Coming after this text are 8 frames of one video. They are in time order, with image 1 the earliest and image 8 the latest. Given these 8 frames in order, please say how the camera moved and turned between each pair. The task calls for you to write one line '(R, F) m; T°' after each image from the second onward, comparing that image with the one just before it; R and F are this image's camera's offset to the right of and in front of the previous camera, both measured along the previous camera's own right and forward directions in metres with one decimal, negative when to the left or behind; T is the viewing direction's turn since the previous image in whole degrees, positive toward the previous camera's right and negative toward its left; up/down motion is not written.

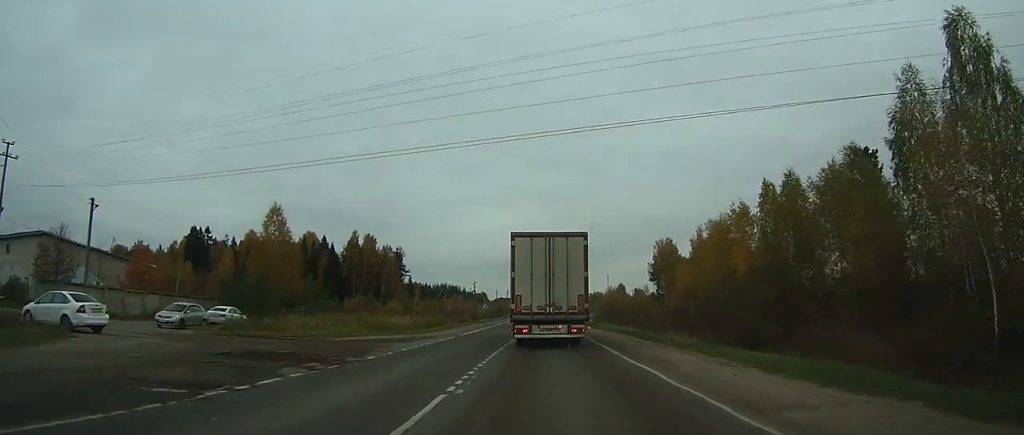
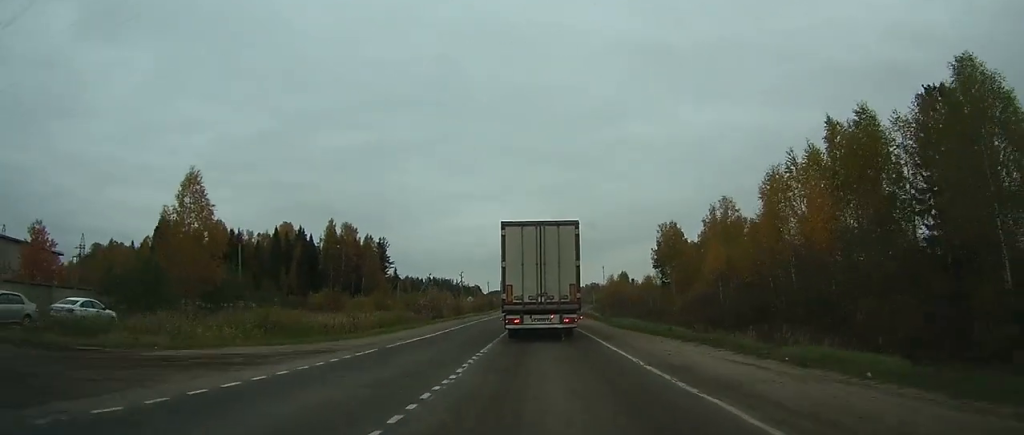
(-0.1, +14.3) m; 0°
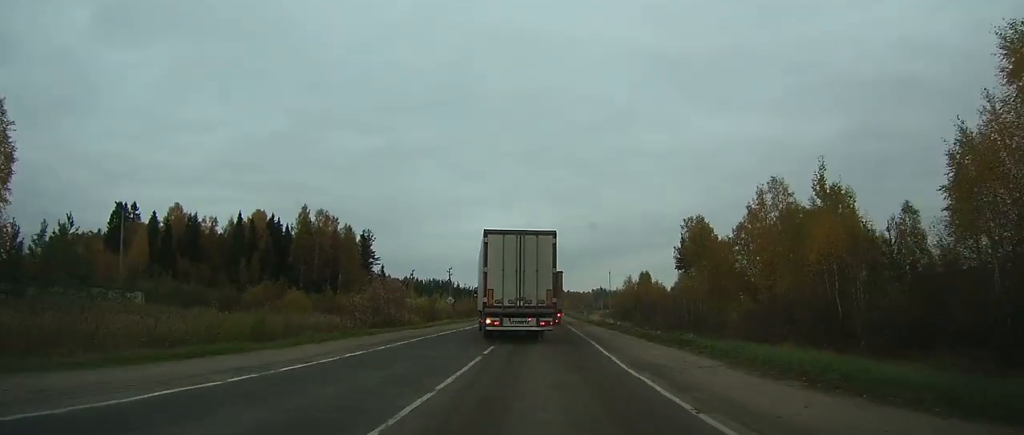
(+0.3, +22.2) m; +1°
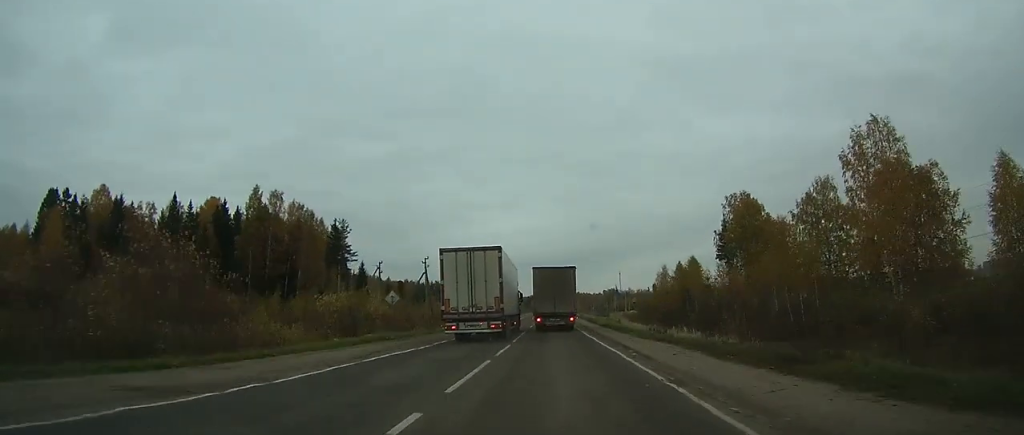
(-0.1, +28.0) m; -1°
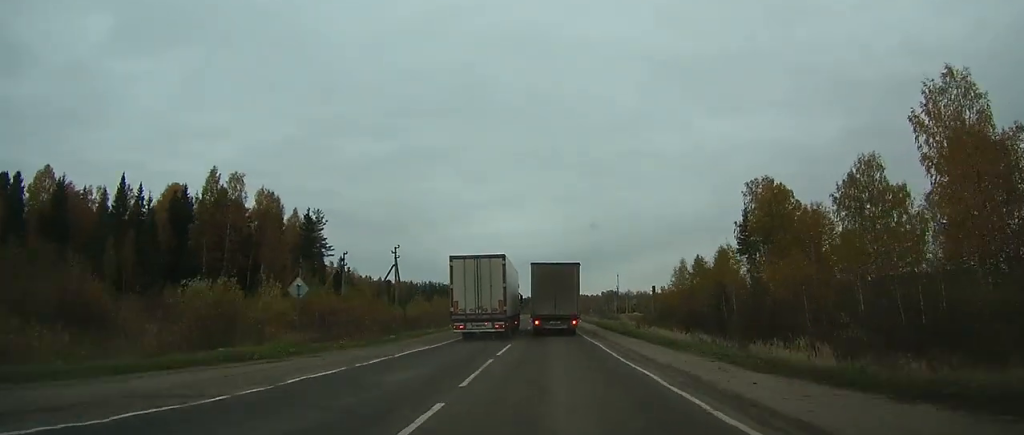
(-0.1, +14.5) m; -1°
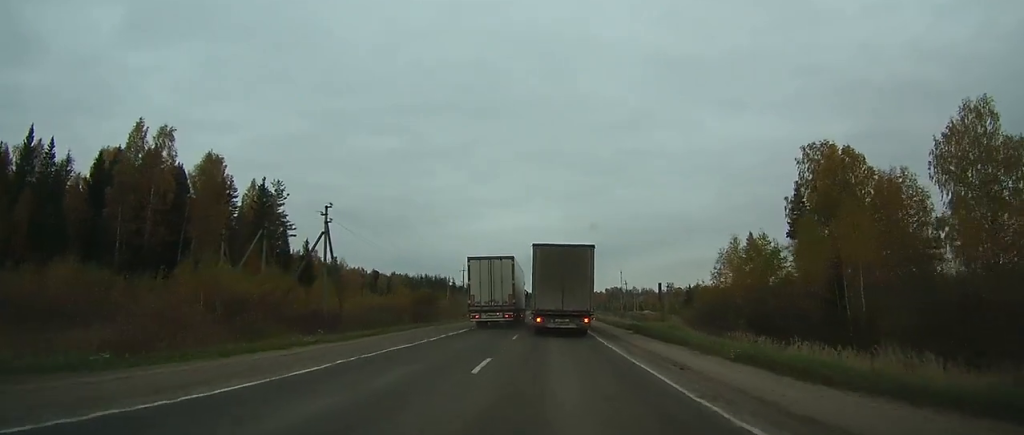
(-0.1, +20.7) m; 0°
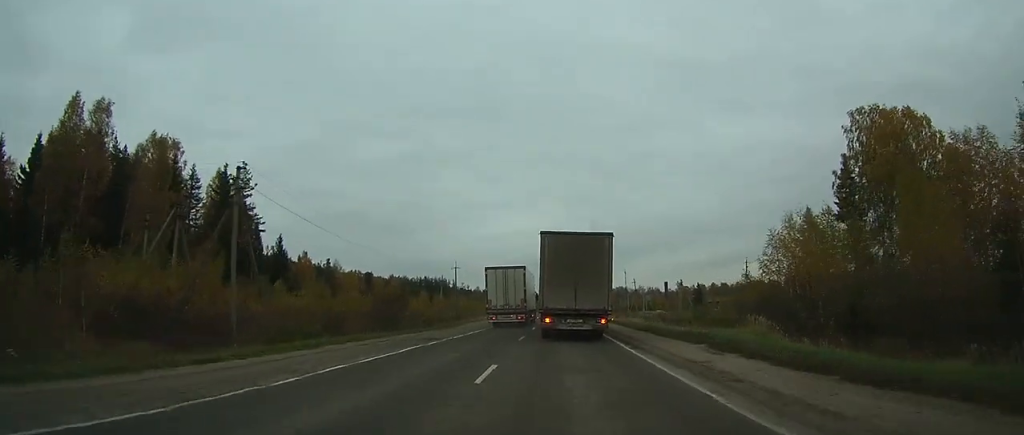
(0.0, +13.2) m; 0°
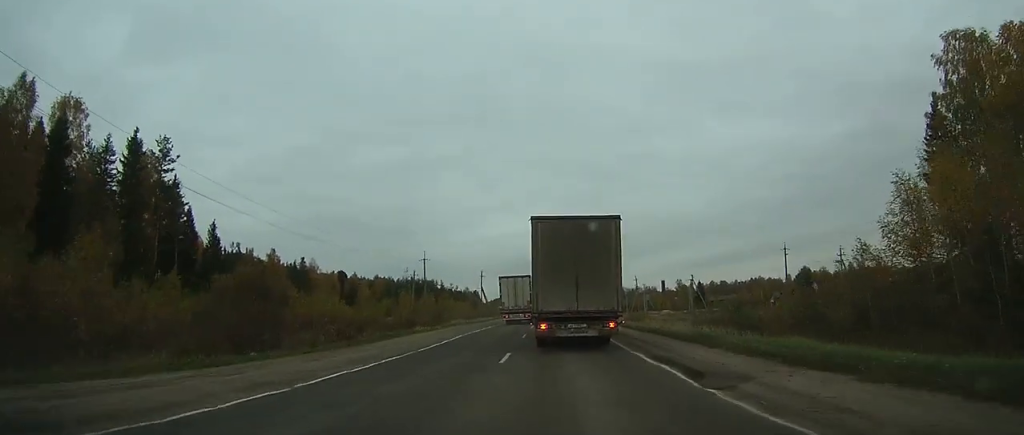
(+0.2, +19.0) m; +1°
